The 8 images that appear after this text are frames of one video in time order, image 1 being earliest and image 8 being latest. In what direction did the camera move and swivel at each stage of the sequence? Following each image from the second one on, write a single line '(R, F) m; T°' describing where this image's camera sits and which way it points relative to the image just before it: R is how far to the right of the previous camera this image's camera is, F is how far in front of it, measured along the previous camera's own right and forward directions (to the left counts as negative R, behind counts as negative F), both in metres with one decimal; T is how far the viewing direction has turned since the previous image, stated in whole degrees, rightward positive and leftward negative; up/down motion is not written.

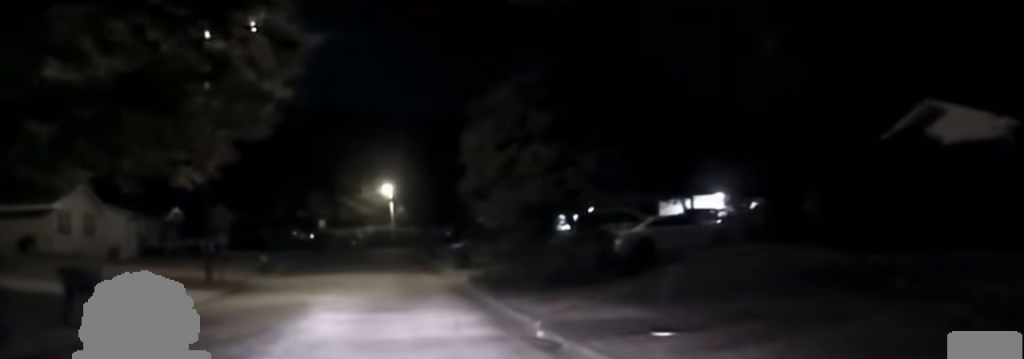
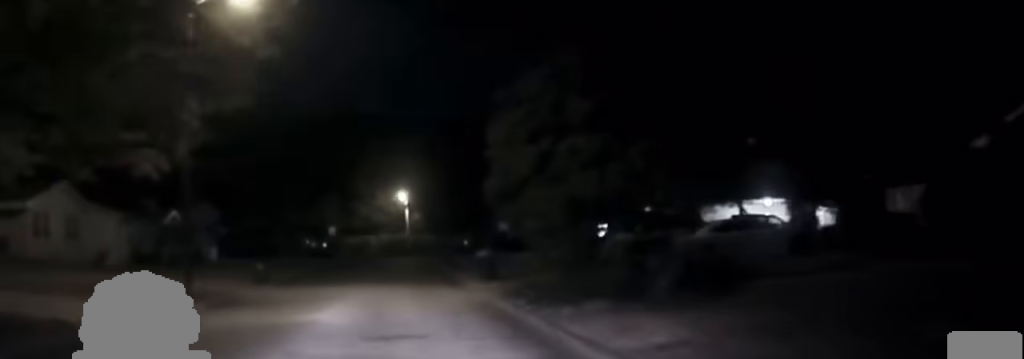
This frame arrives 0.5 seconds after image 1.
(-0.3, +5.7) m; 0°
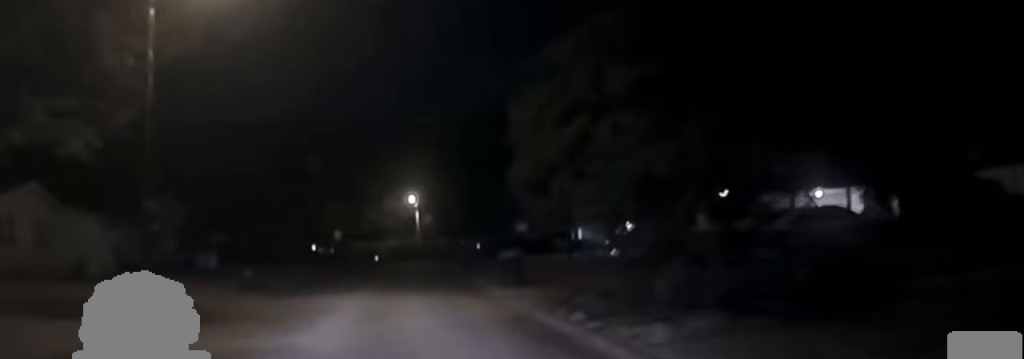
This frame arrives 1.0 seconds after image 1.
(0.0, +6.1) m; 0°
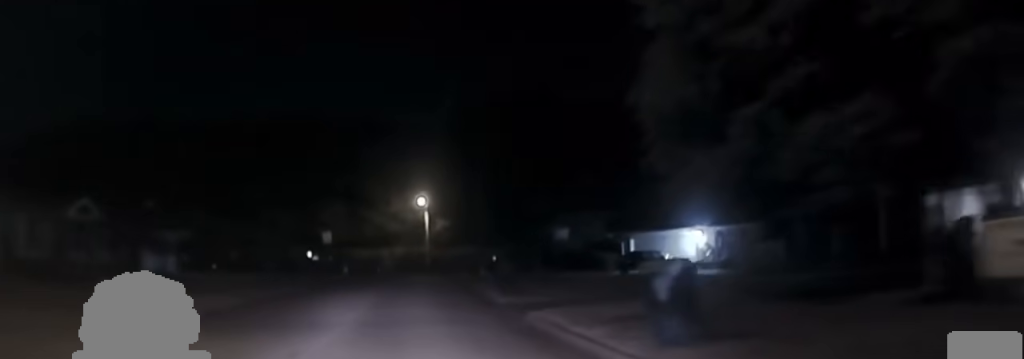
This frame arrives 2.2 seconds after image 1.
(+0.4, +18.7) m; 0°
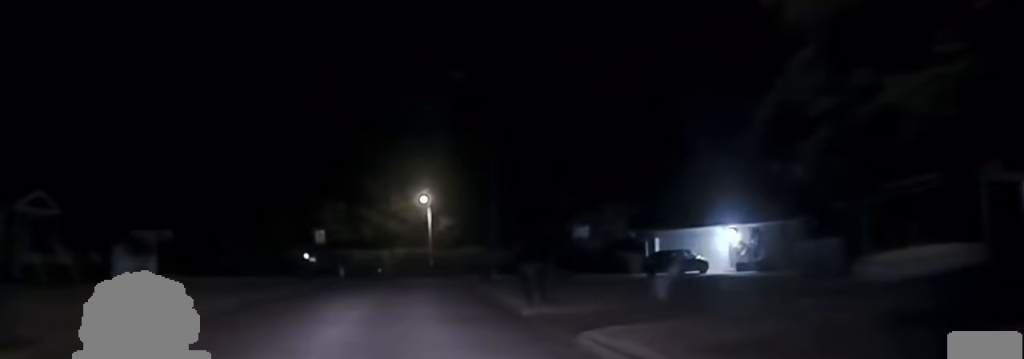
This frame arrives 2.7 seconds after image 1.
(0.0, +6.6) m; -1°
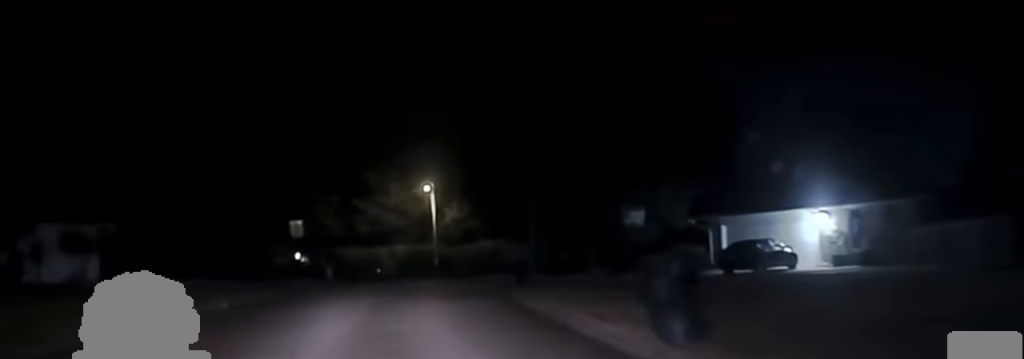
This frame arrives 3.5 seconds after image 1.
(-0.2, +11.7) m; -2°
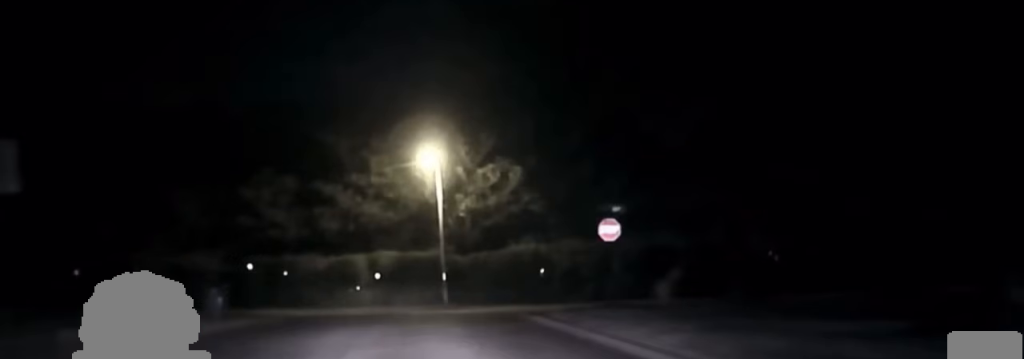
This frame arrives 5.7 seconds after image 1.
(-0.5, +28.4) m; 0°
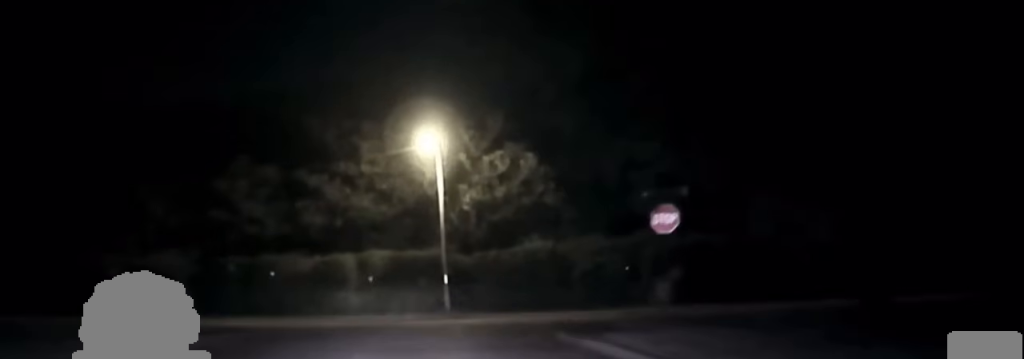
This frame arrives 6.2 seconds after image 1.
(+0.1, +6.9) m; +1°
